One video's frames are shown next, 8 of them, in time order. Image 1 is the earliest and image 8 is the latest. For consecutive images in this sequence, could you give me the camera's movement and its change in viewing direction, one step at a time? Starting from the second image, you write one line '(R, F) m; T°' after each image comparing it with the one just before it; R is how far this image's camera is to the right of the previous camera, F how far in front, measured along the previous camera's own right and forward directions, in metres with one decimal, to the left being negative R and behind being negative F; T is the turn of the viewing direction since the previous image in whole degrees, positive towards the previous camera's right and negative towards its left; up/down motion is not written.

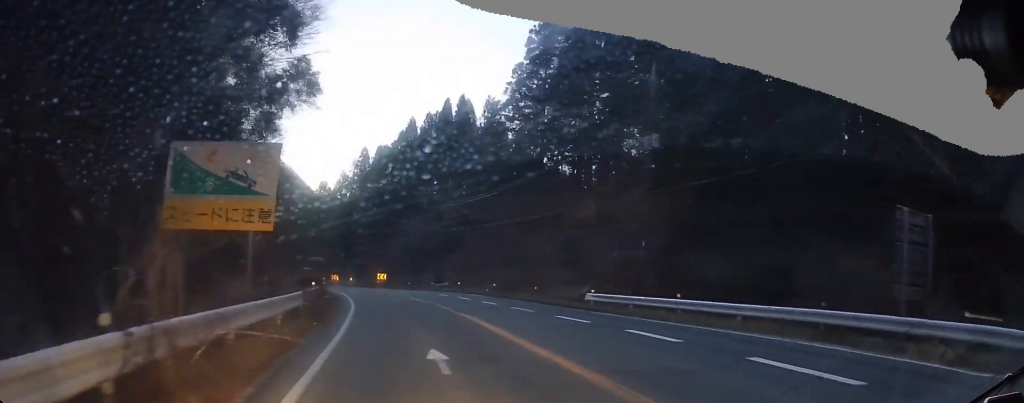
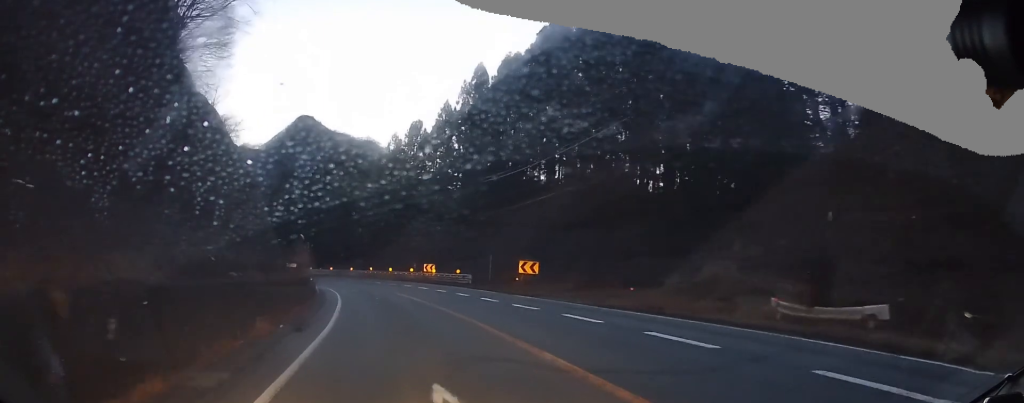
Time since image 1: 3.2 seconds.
(-11.0, +46.3) m; -21°
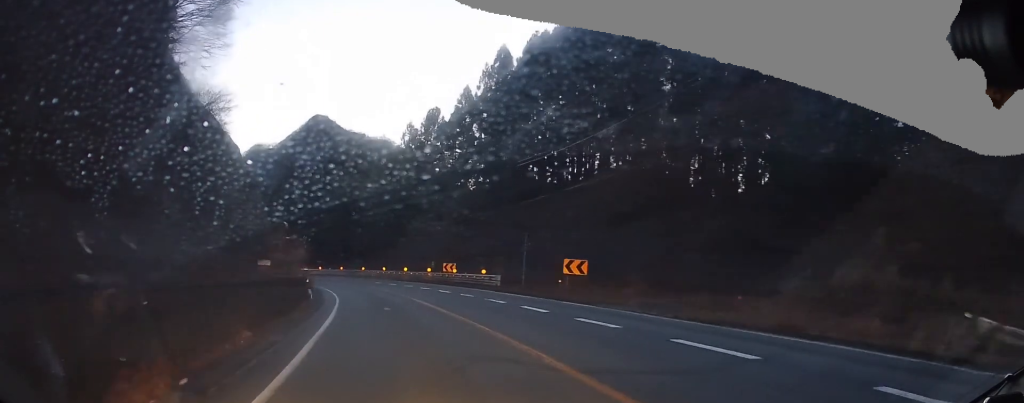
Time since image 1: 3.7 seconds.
(+0.2, +7.3) m; -1°
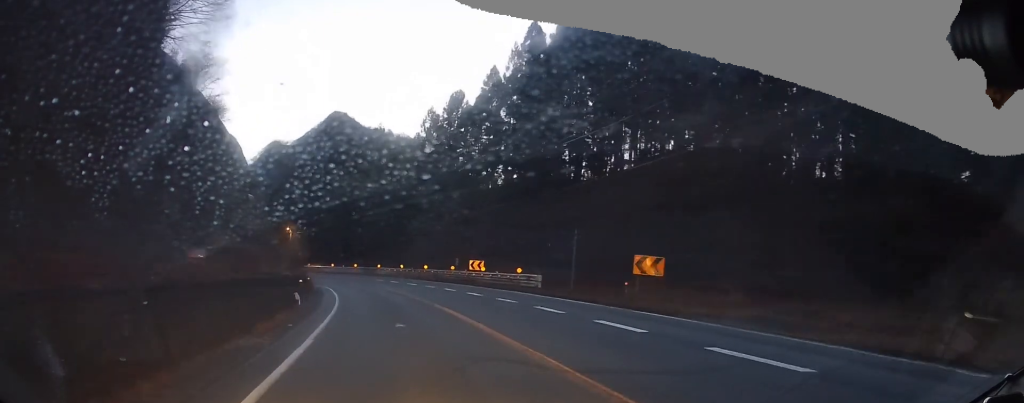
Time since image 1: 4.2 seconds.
(-0.3, +7.1) m; 0°
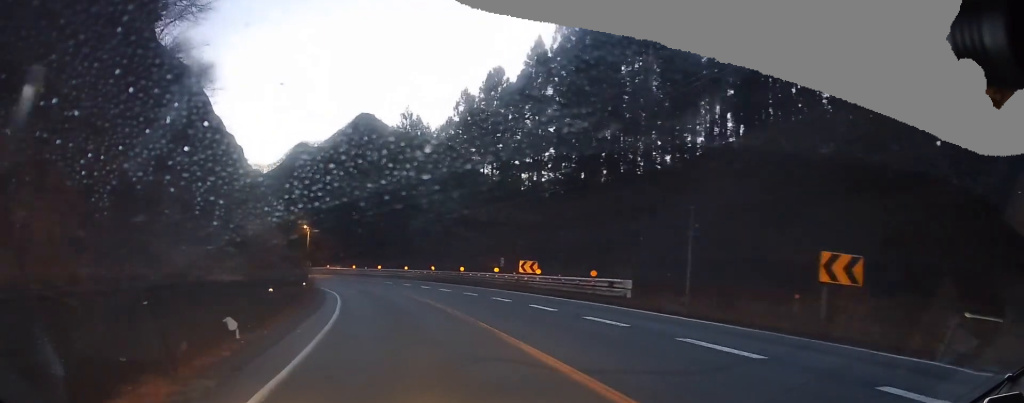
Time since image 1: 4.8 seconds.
(-0.3, +10.1) m; -1°
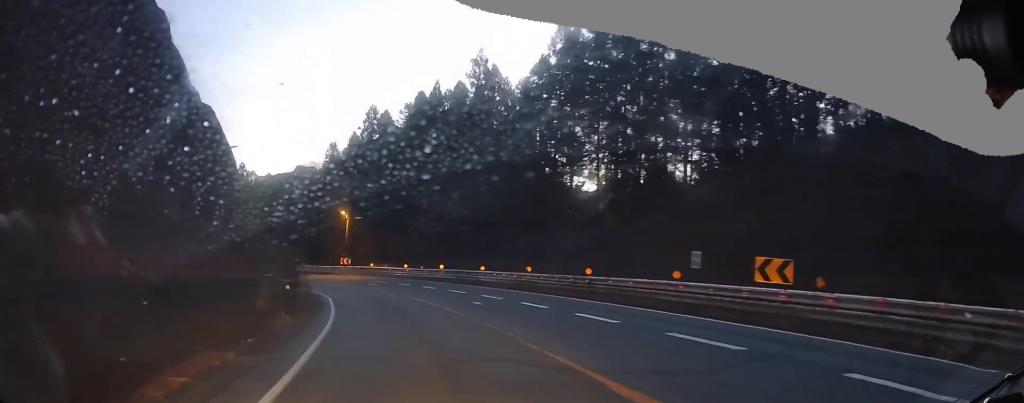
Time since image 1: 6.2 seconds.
(-1.1, +20.5) m; -10°
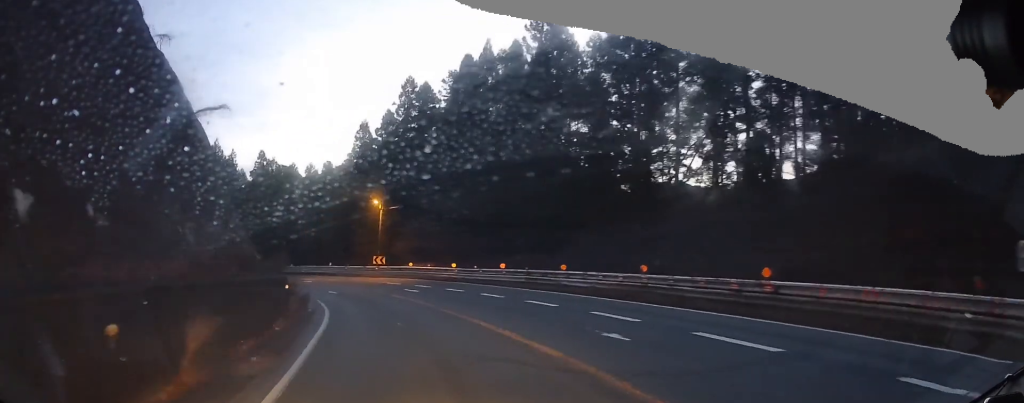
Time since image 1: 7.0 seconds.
(-0.8, +11.9) m; -5°
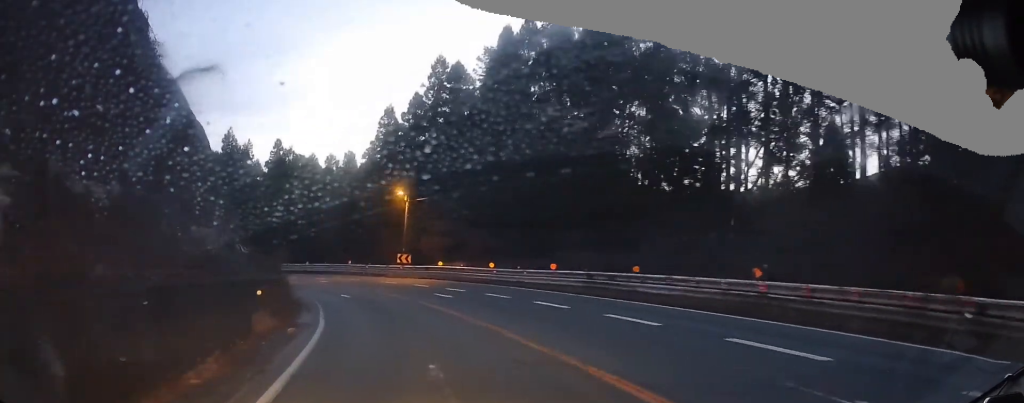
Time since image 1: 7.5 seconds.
(0.0, +6.7) m; -2°
